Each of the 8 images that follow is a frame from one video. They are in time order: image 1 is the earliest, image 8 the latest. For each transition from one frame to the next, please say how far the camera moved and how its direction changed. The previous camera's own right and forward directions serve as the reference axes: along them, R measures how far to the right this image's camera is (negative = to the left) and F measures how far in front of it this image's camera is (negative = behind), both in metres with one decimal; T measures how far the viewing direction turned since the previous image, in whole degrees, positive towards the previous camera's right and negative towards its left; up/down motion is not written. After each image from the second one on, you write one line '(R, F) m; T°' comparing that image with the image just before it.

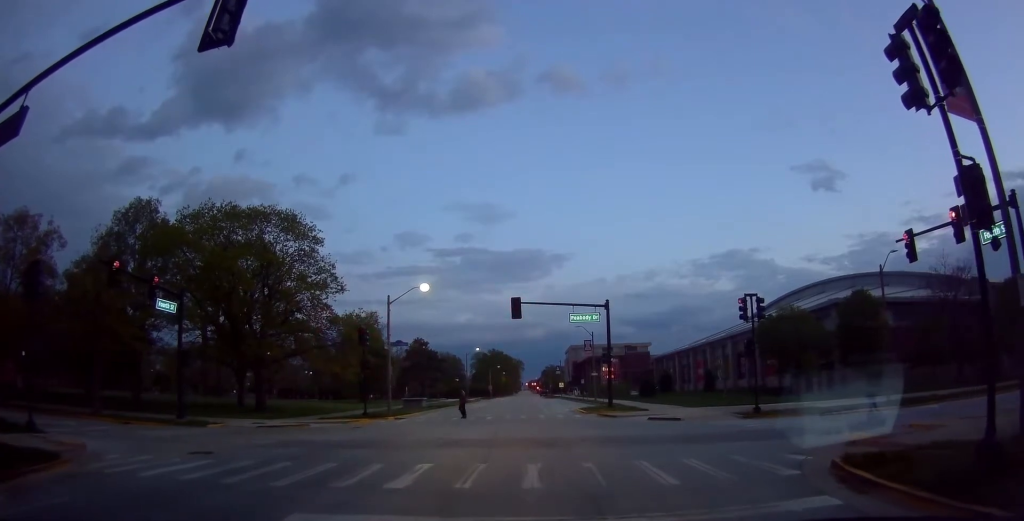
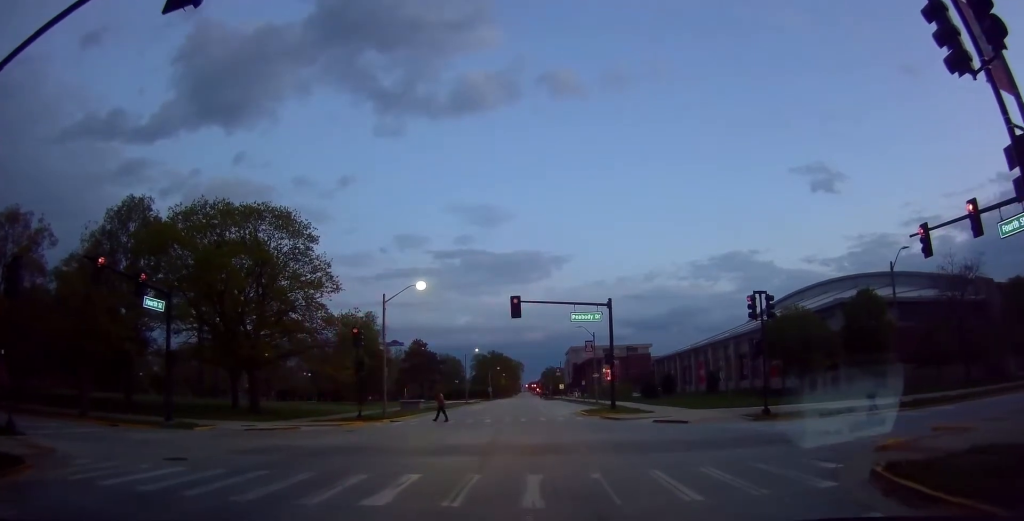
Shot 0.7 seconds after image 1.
(0.0, +0.3) m; 0°
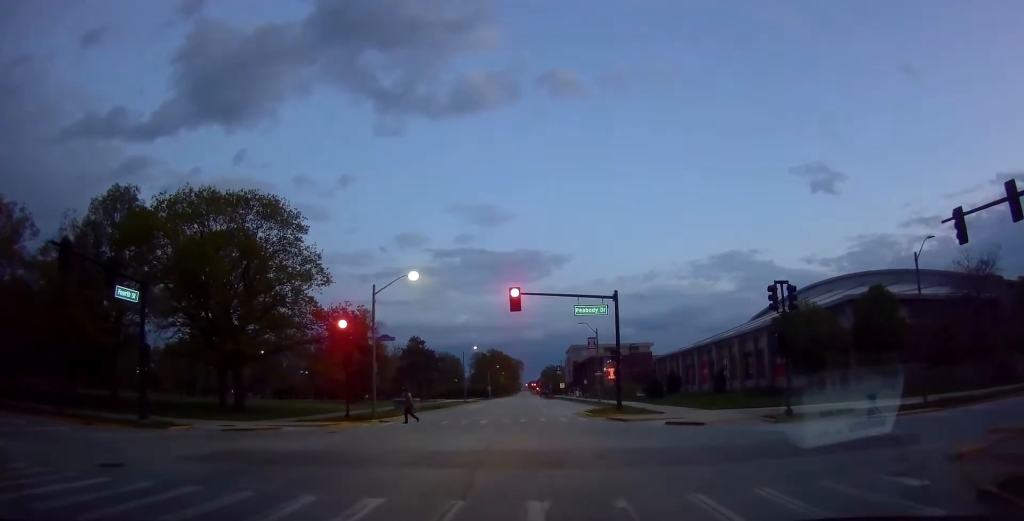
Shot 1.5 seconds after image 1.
(0.0, +0.4) m; 0°
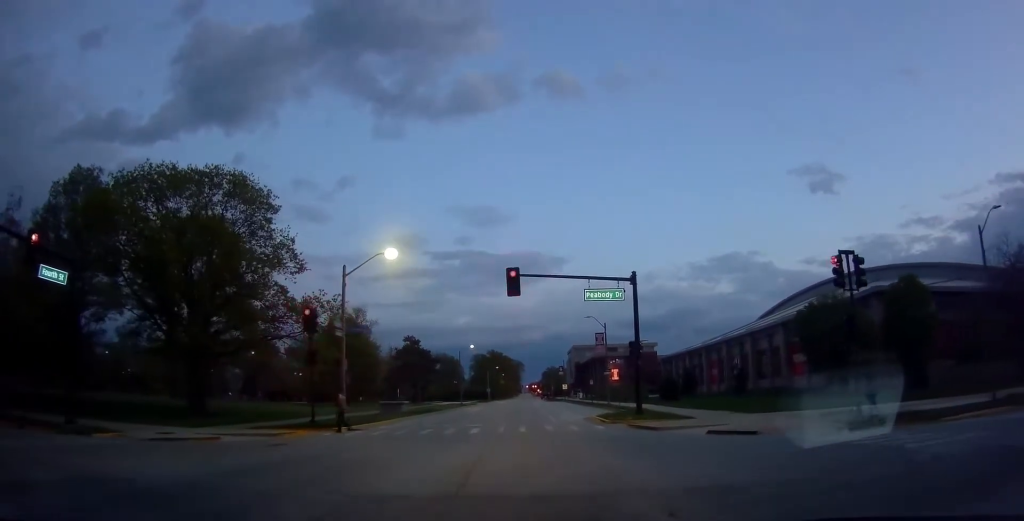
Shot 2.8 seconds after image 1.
(0.0, +2.4) m; 0°
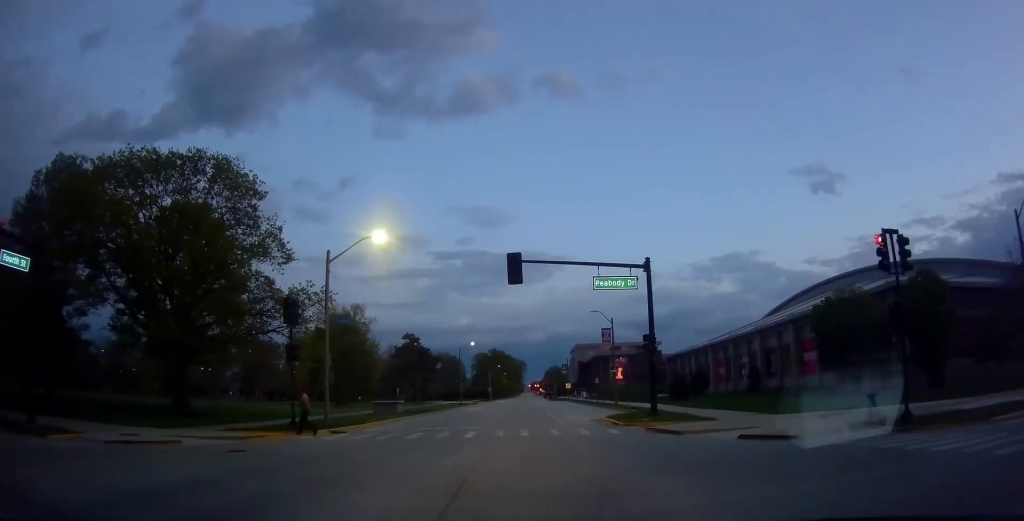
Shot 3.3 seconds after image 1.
(0.0, +2.0) m; 0°
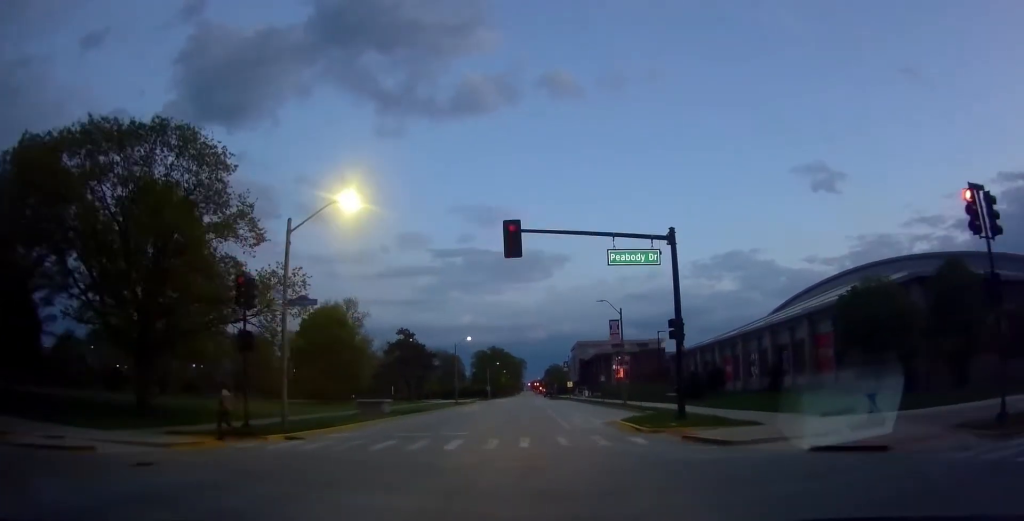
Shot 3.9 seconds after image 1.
(0.0, +4.3) m; 0°
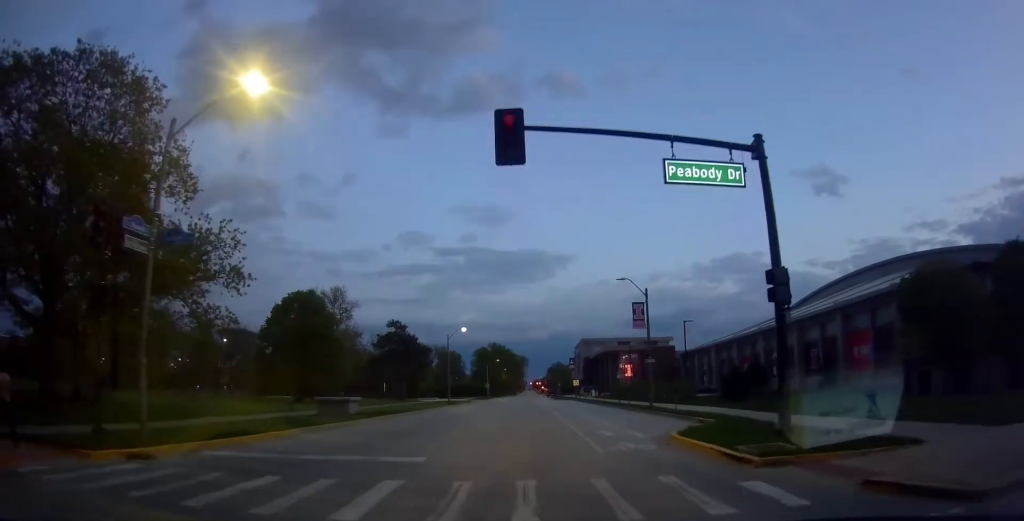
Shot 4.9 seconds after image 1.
(0.0, +8.0) m; 0°
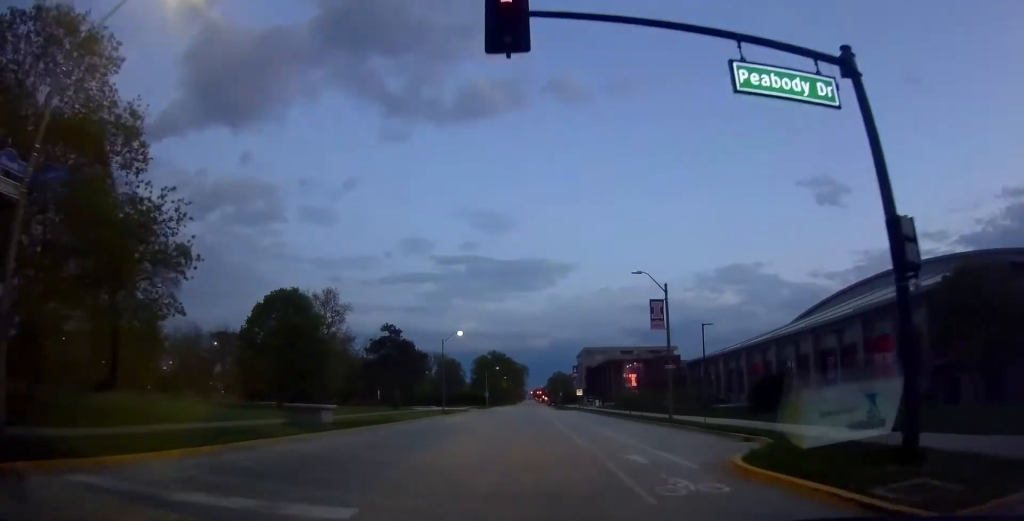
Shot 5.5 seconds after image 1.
(0.0, +5.1) m; 0°
